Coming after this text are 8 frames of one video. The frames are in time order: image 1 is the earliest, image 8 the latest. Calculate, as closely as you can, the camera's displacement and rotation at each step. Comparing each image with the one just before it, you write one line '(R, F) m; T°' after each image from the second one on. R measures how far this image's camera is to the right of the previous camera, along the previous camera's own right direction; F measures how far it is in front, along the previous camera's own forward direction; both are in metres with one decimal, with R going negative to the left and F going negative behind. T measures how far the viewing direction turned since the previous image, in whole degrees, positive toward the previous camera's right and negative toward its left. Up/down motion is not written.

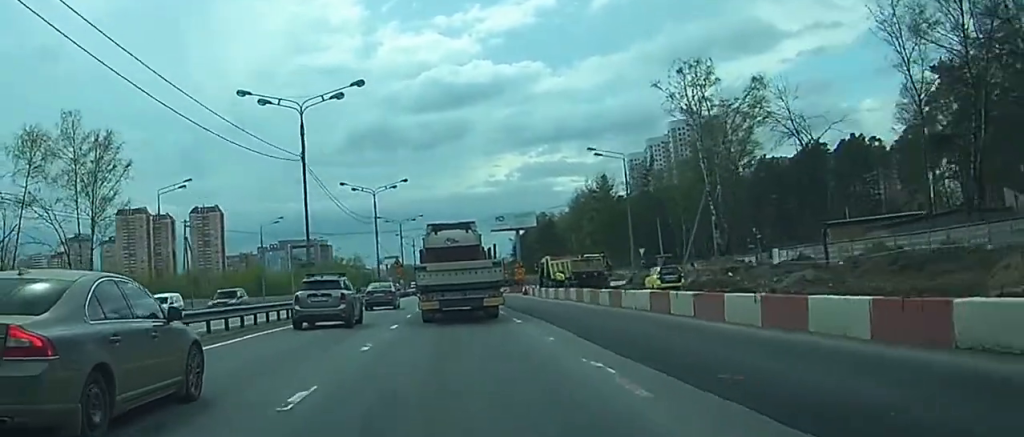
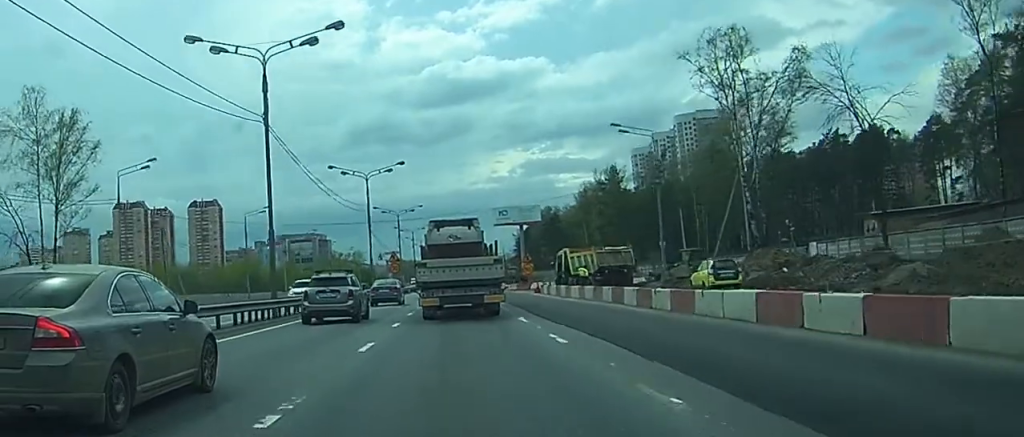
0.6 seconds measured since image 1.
(-0.1, +9.4) m; 0°
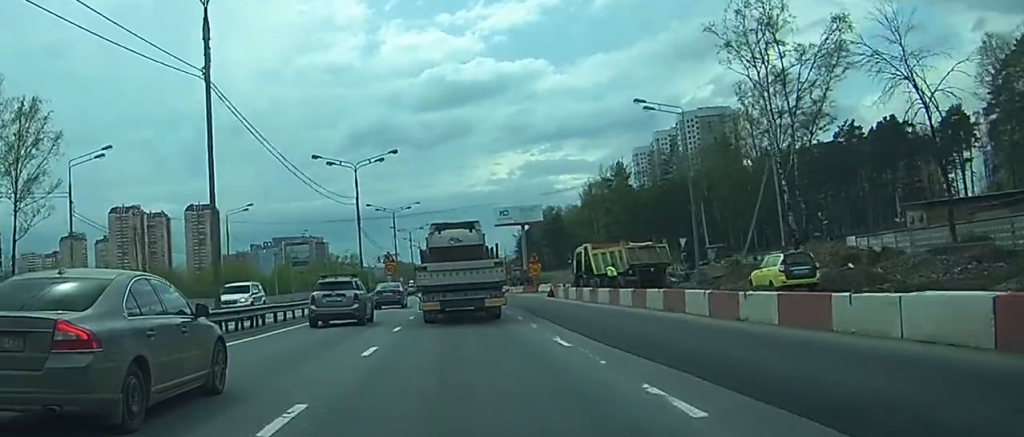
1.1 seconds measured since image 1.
(+0.1, +8.2) m; +1°
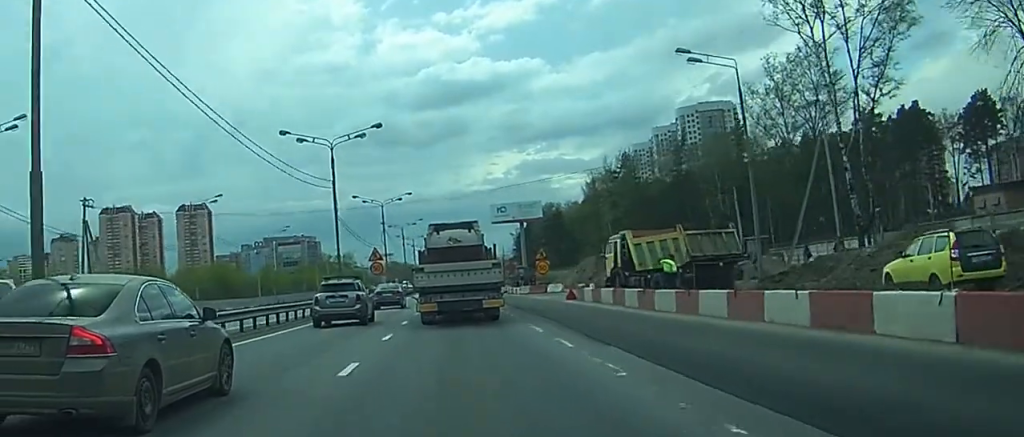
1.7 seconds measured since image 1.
(0.0, +10.9) m; +1°
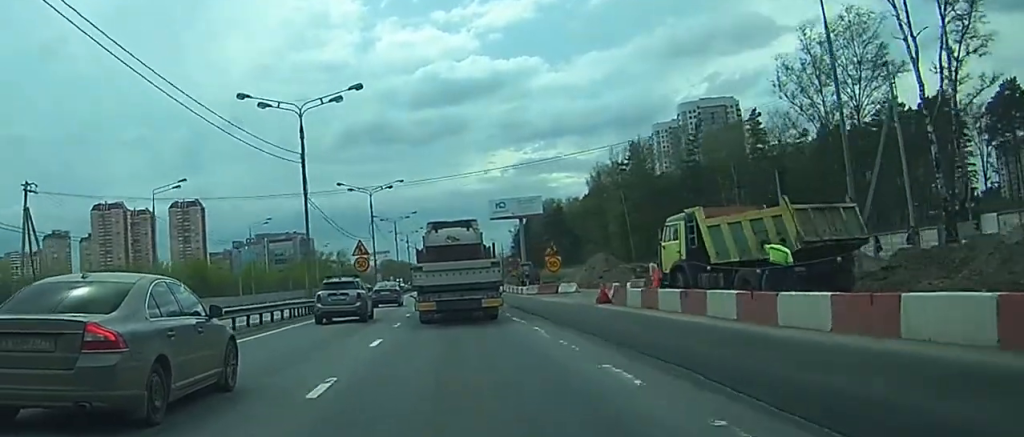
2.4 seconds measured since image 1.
(+0.1, +10.3) m; +1°
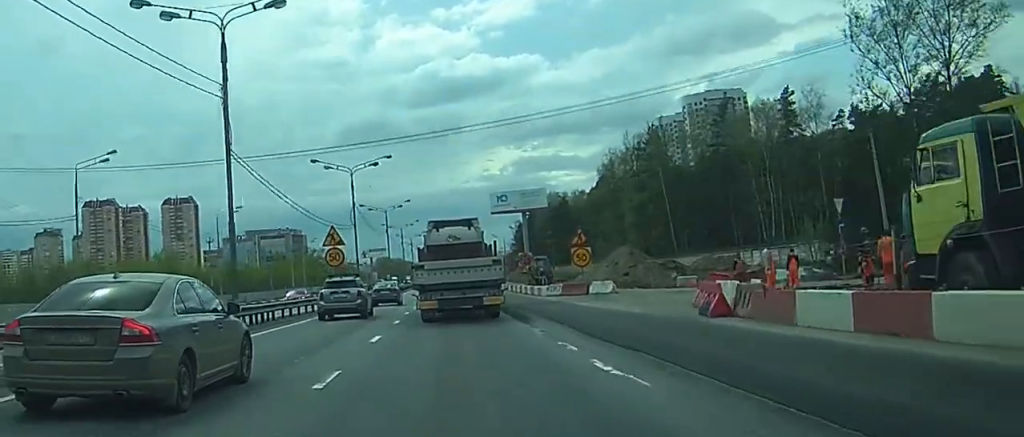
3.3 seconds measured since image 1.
(+0.1, +15.1) m; 0°
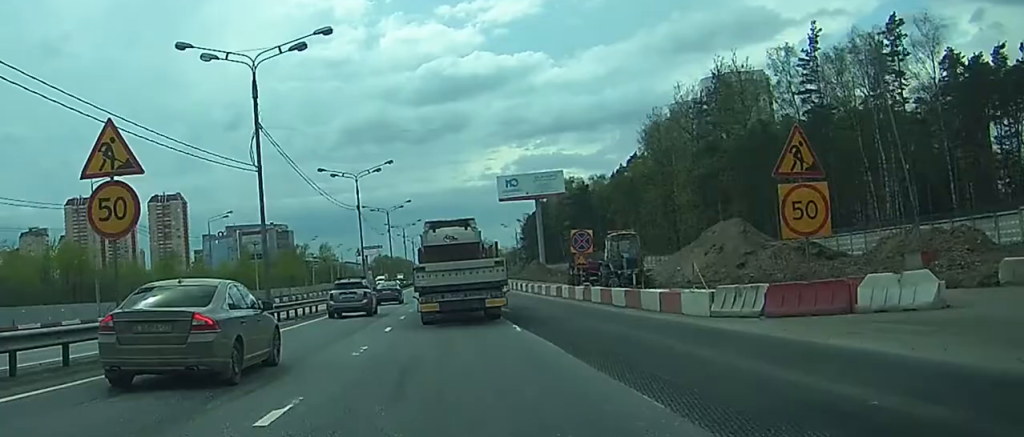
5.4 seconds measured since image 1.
(-0.9, +33.8) m; -1°
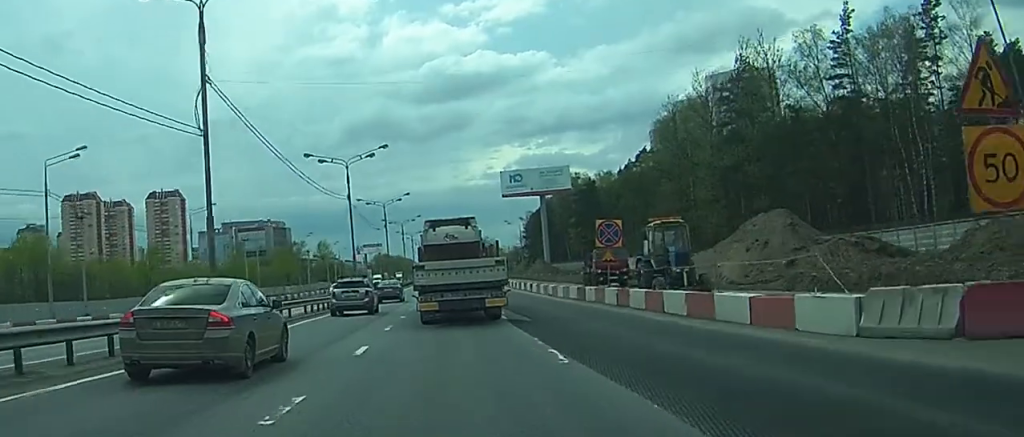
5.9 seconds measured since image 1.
(+0.1, +7.5) m; +1°
